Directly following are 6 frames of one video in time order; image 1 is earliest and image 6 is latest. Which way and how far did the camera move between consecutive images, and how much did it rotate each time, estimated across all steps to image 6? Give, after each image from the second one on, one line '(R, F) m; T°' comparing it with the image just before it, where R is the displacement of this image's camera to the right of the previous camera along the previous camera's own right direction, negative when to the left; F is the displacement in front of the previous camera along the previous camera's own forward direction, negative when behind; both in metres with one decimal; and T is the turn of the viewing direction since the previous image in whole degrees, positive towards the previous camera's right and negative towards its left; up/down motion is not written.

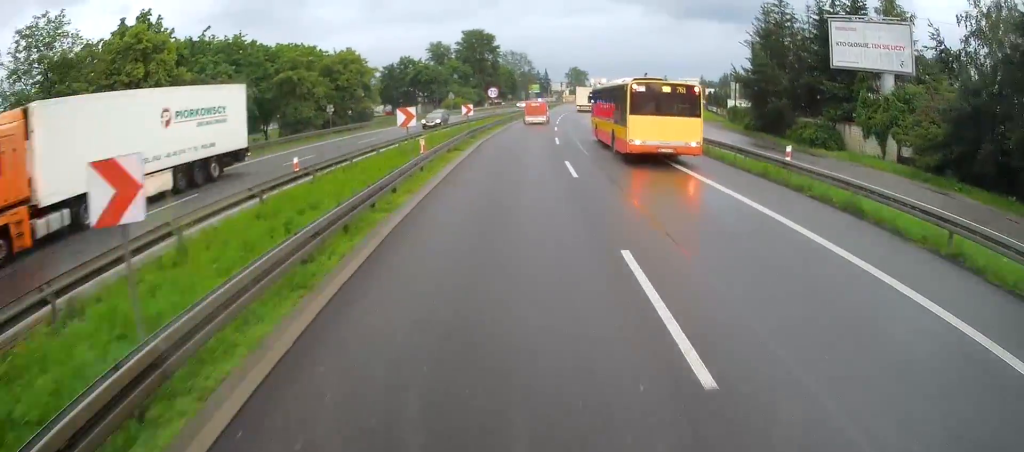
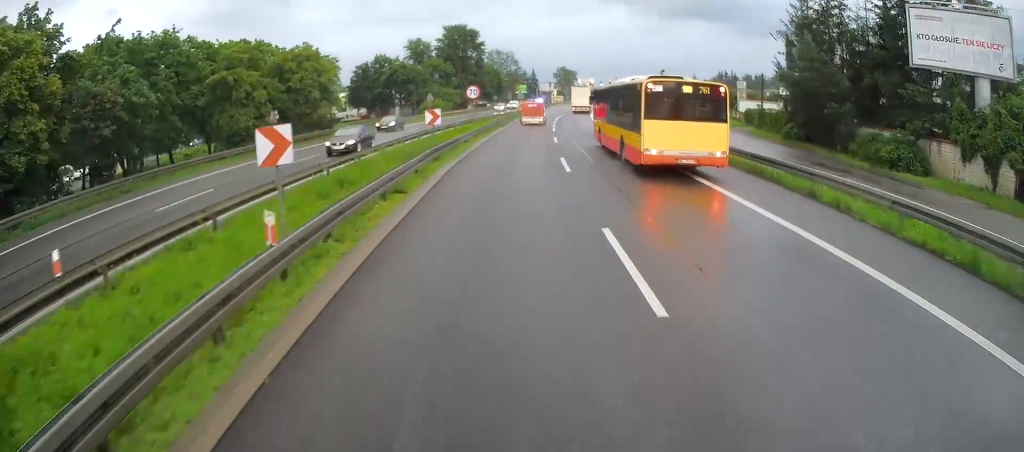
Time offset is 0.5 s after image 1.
(0.0, +10.8) m; +1°
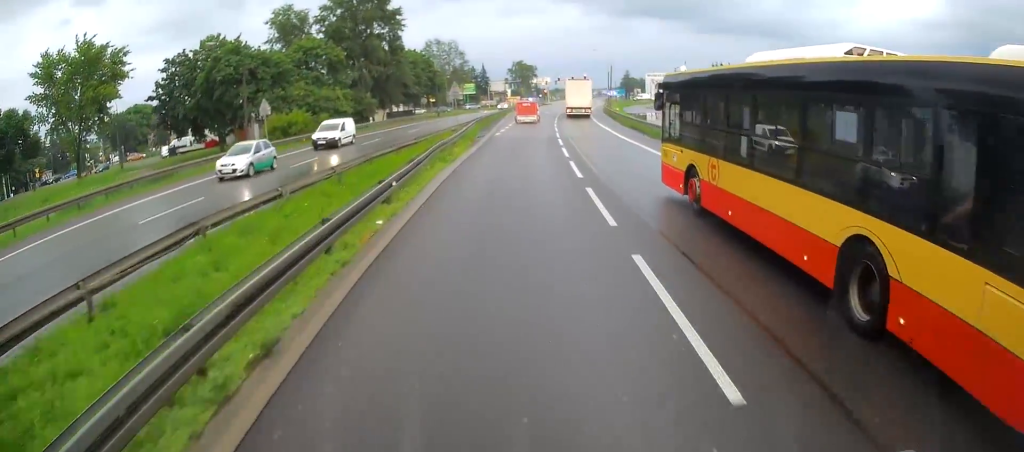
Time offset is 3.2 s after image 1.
(+3.3, +49.3) m; +7°
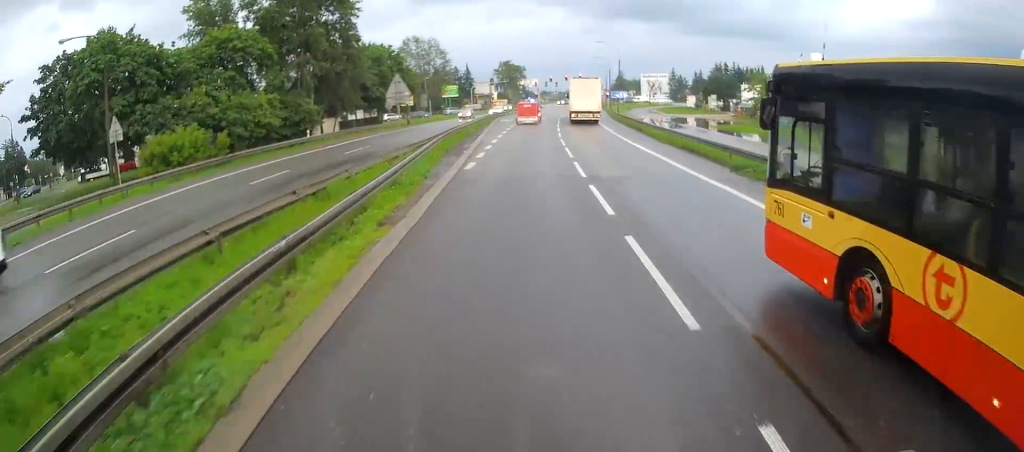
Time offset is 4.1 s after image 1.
(+0.4, +16.7) m; +2°
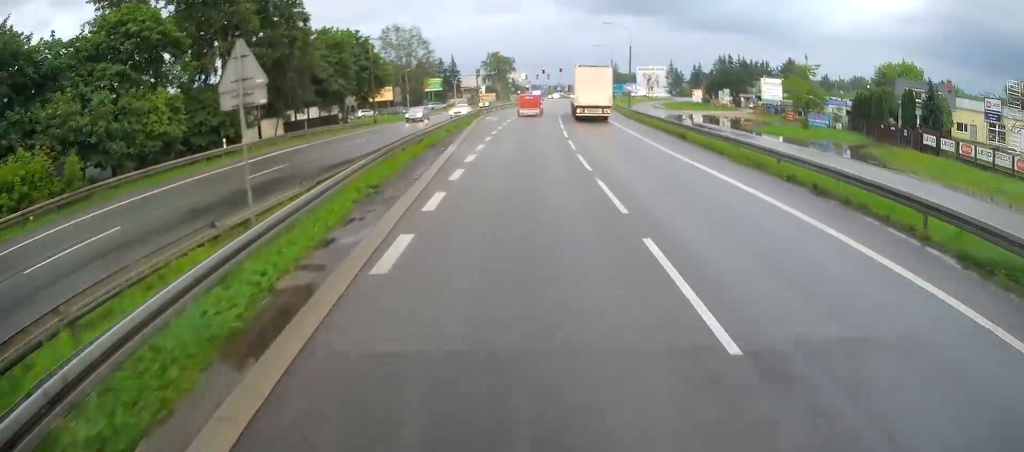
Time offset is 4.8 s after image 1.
(+0.2, +12.9) m; +1°
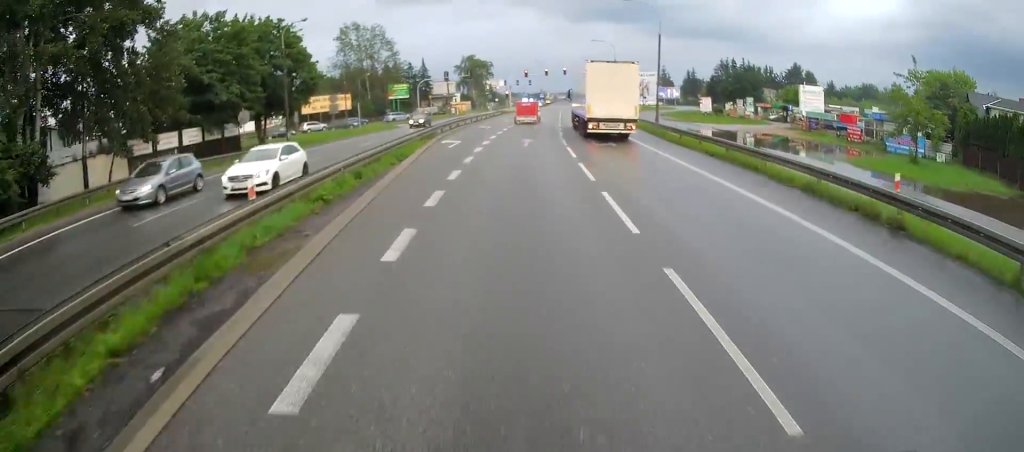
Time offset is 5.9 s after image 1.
(+0.3, +19.5) m; +1°
